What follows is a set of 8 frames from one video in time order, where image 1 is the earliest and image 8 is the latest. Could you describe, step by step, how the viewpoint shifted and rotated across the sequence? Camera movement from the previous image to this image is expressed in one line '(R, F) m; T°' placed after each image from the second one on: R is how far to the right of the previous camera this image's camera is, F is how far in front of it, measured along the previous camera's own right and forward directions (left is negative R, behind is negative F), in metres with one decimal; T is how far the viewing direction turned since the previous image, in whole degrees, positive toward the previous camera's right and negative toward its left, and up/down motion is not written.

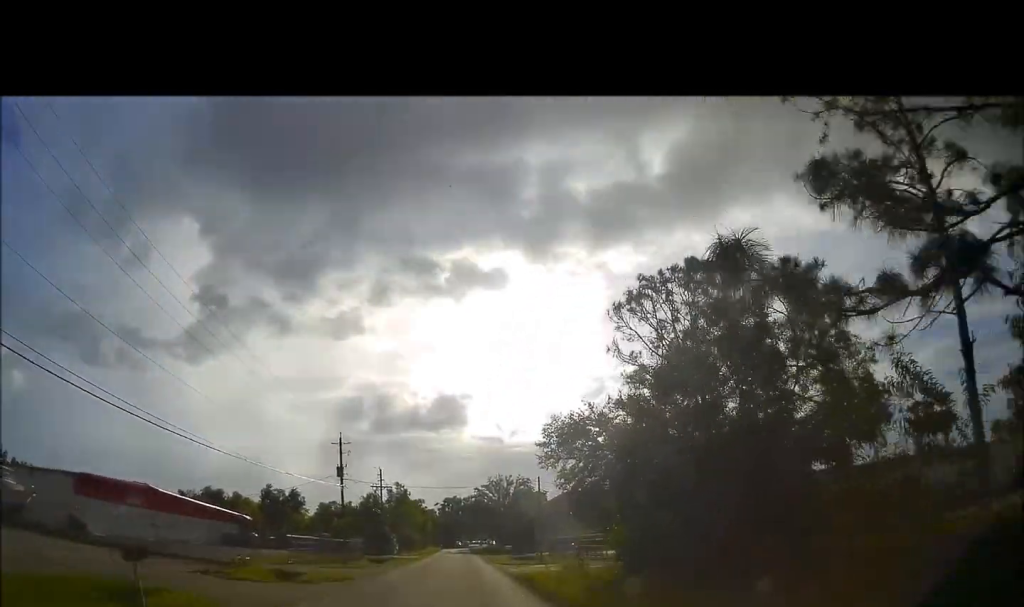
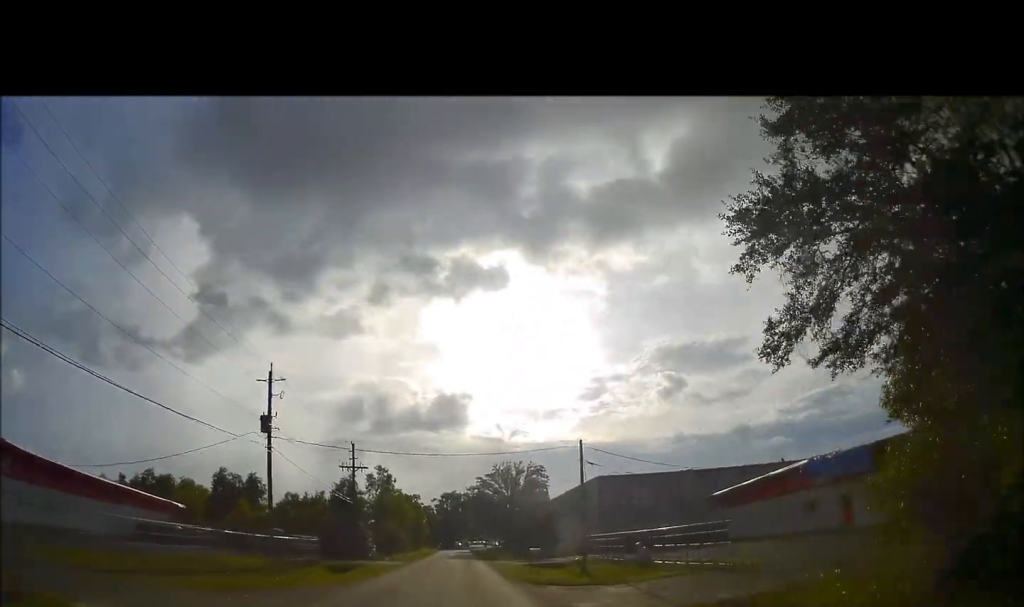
(-0.6, +20.1) m; -3°
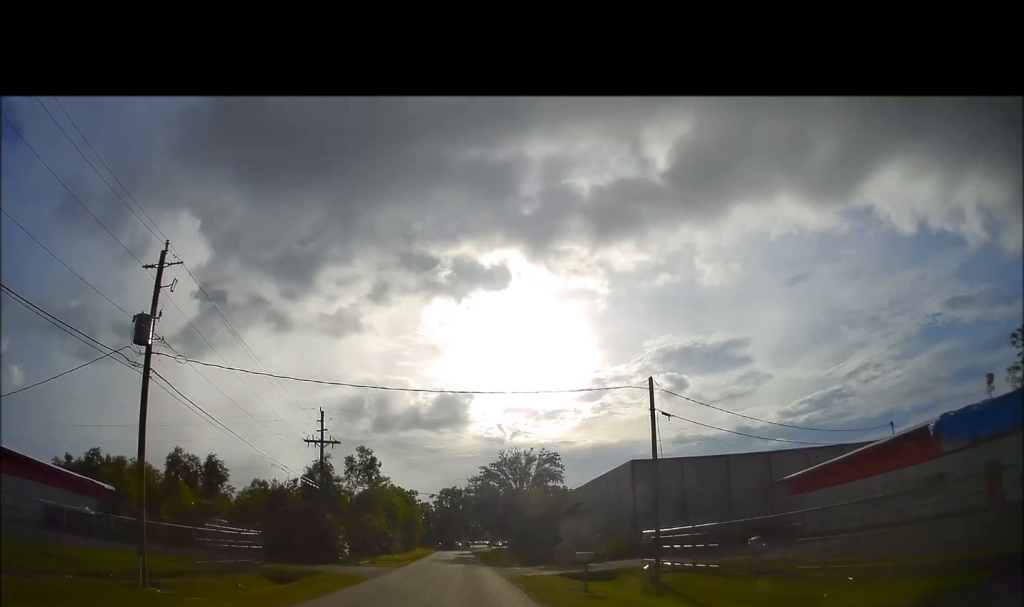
(0.0, +13.8) m; 0°
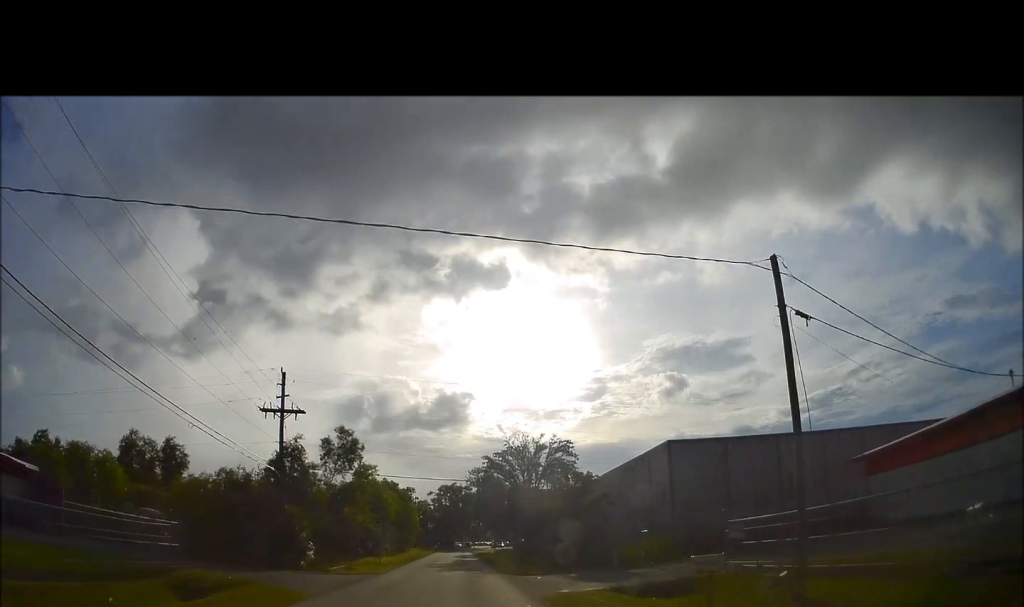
(0.0, +10.2) m; 0°
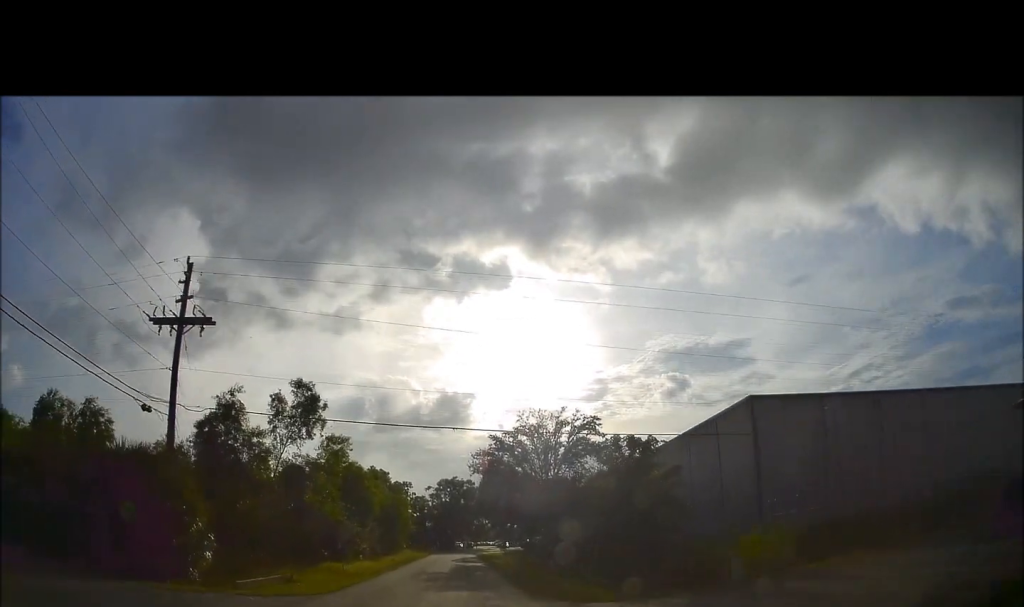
(-0.1, +13.9) m; +1°
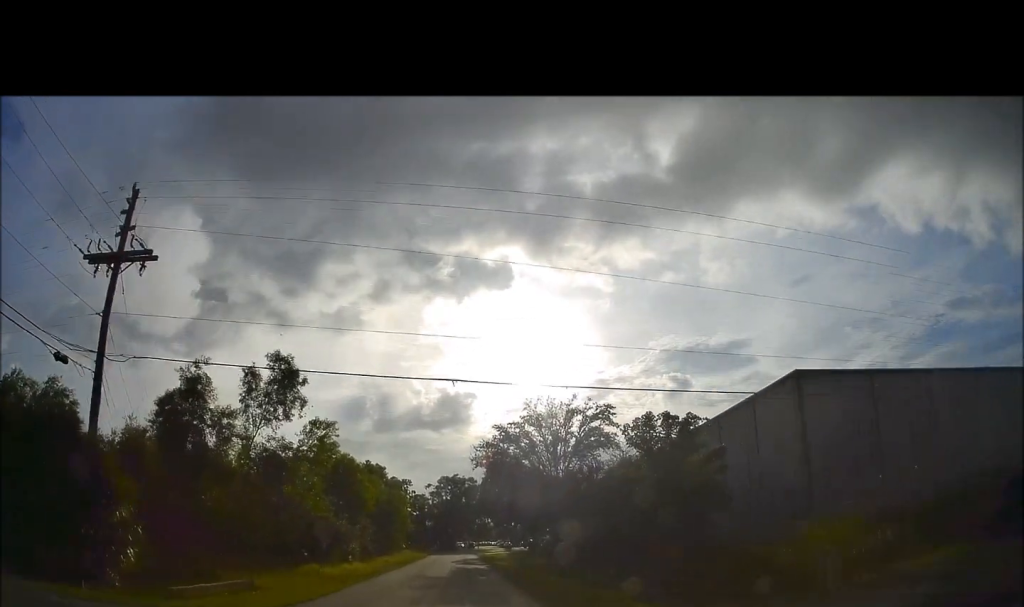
(+0.1, +5.1) m; +1°
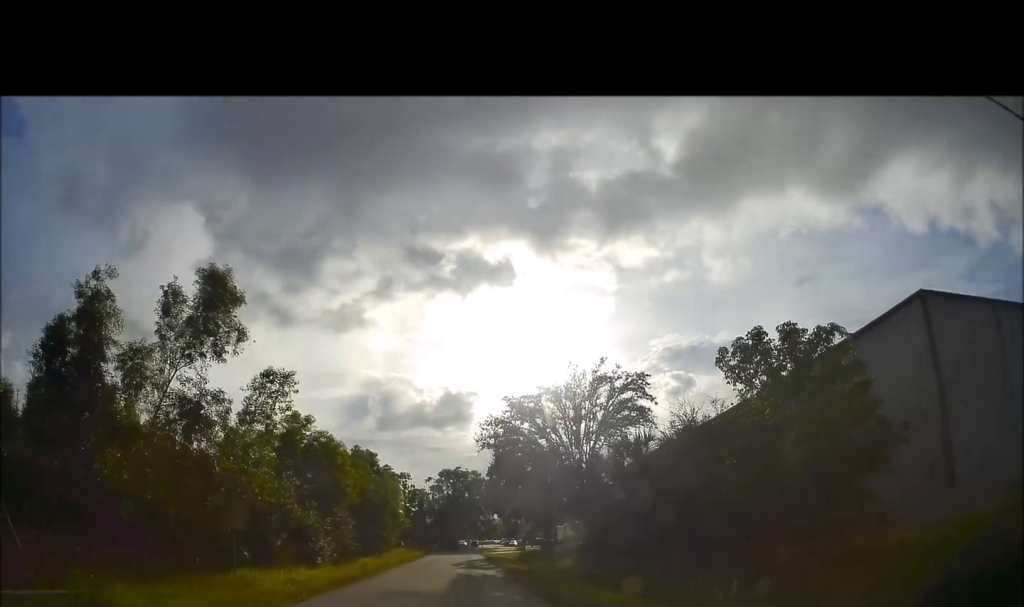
(0.0, +9.6) m; 0°
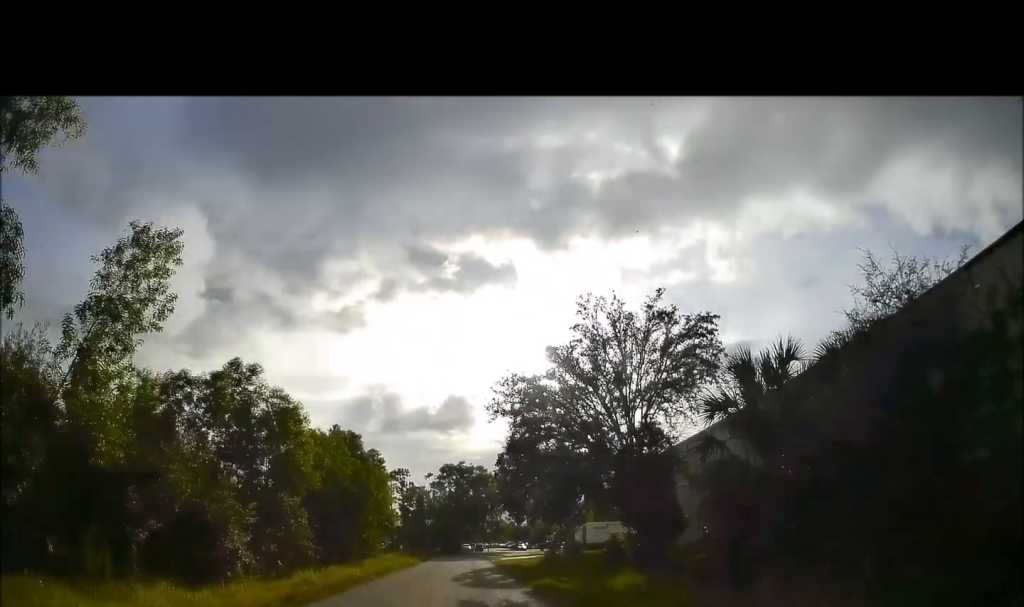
(0.0, +12.3) m; -2°
